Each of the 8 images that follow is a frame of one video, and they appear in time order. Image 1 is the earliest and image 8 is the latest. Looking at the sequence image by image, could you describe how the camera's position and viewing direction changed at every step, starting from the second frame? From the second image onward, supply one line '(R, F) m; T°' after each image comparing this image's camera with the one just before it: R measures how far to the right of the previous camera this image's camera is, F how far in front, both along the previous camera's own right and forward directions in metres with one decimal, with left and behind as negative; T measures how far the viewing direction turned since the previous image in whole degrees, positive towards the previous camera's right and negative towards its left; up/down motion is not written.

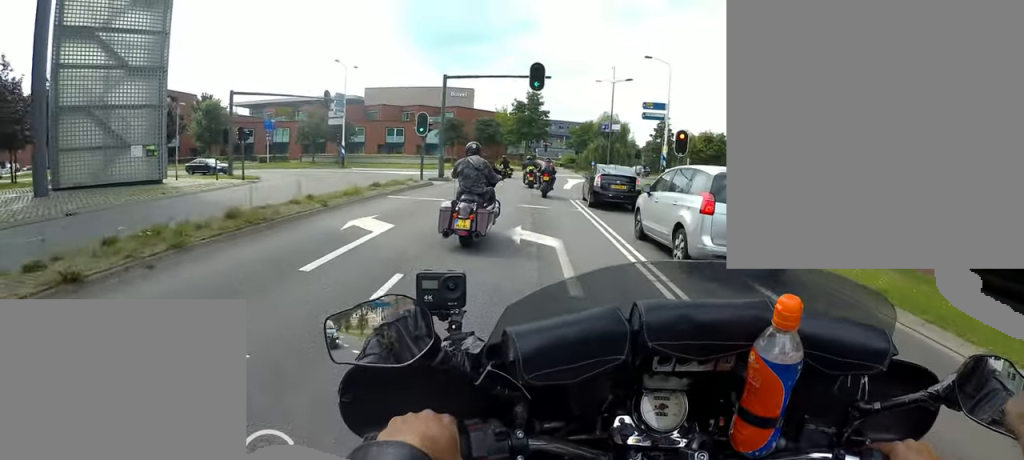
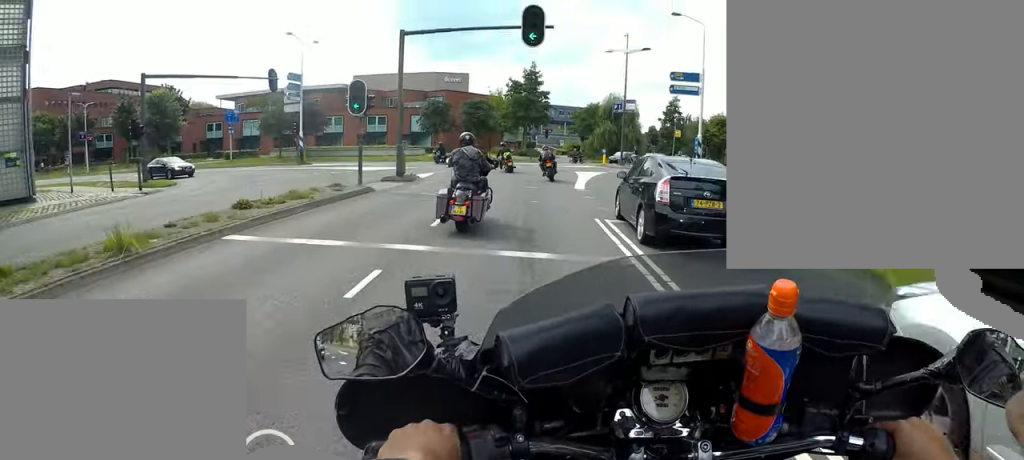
(0.0, +9.1) m; -4°
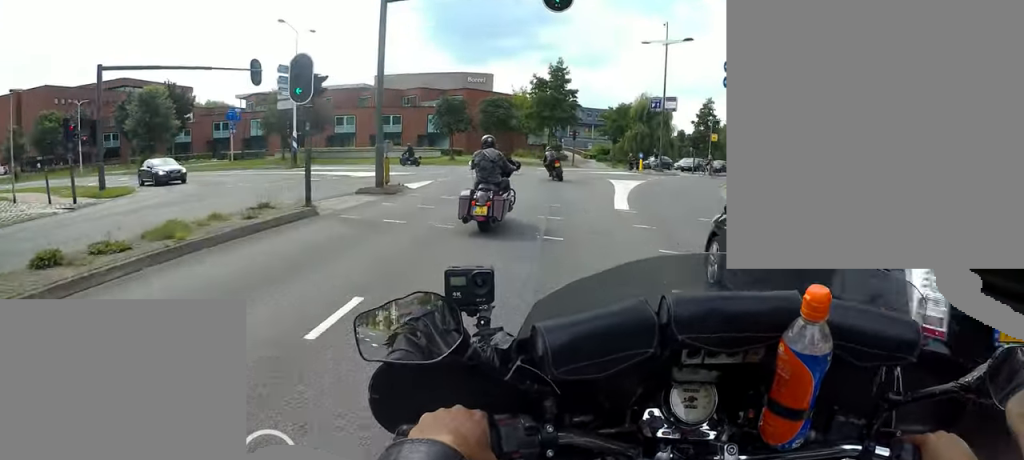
(-0.3, +5.3) m; -3°
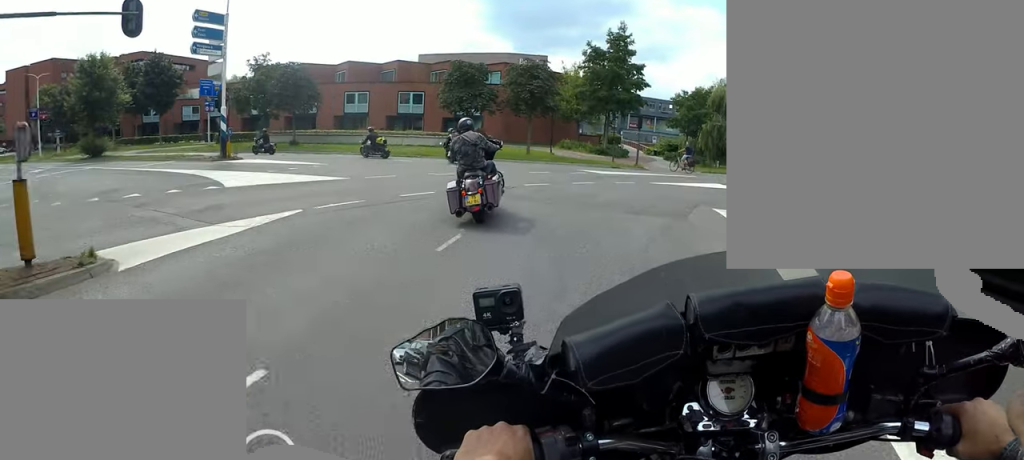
(-0.4, +12.0) m; -3°
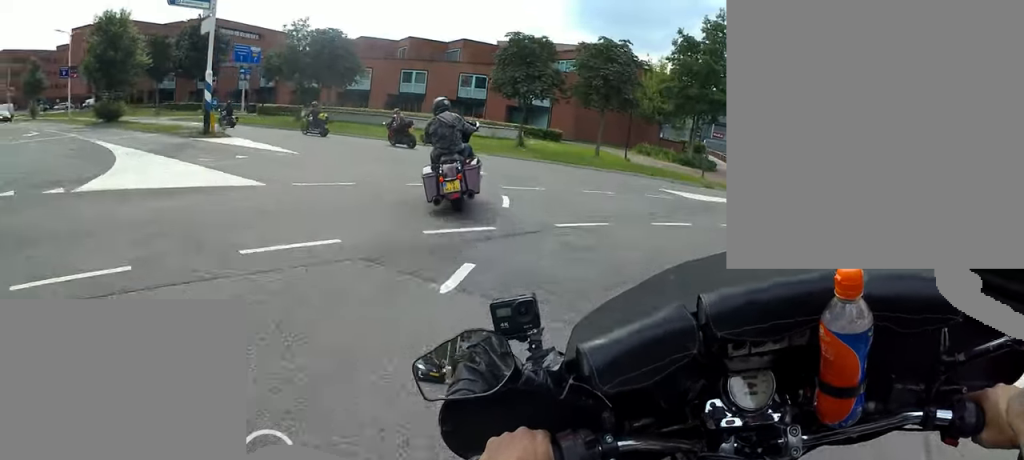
(0.0, +5.7) m; -5°
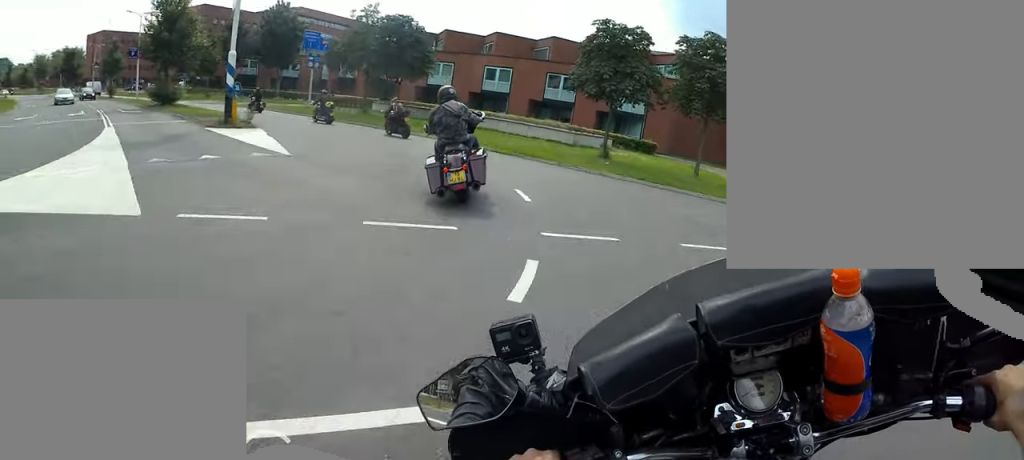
(-0.2, +3.7) m; -9°
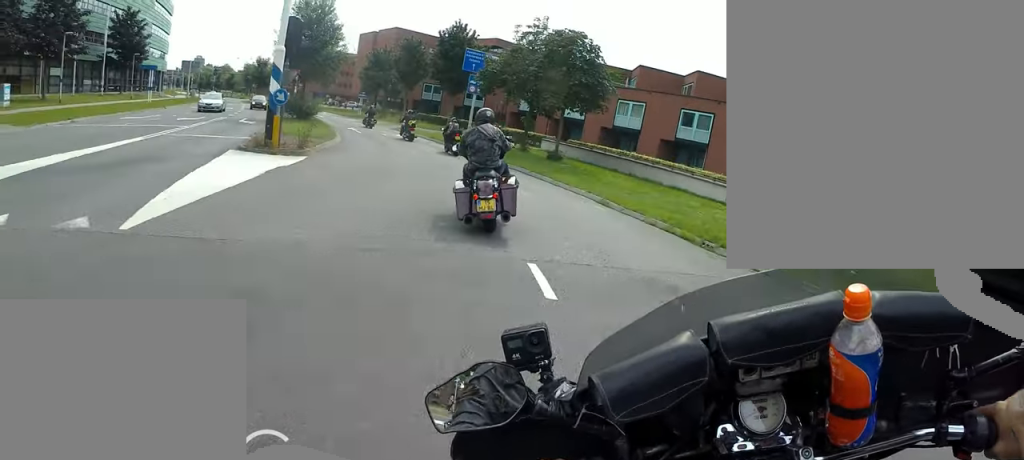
(-0.9, +6.1) m; -21°
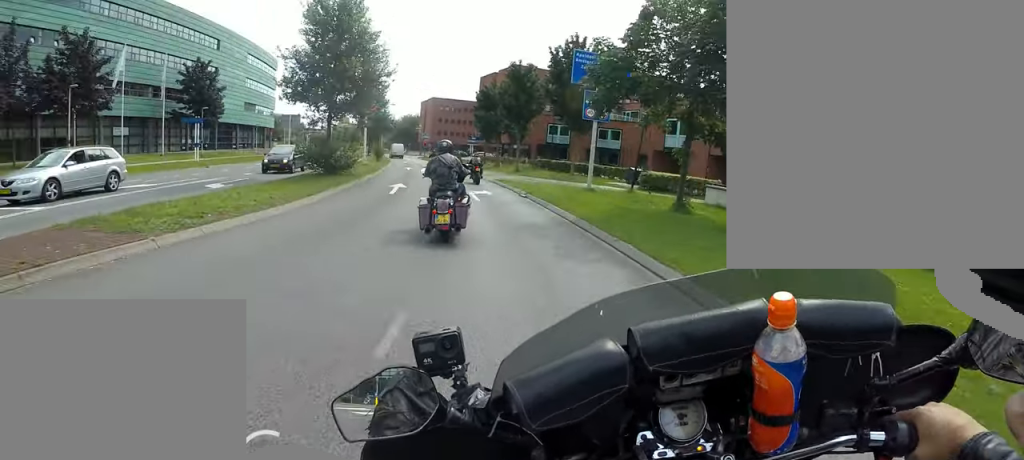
(-2.7, +10.4) m; -22°
